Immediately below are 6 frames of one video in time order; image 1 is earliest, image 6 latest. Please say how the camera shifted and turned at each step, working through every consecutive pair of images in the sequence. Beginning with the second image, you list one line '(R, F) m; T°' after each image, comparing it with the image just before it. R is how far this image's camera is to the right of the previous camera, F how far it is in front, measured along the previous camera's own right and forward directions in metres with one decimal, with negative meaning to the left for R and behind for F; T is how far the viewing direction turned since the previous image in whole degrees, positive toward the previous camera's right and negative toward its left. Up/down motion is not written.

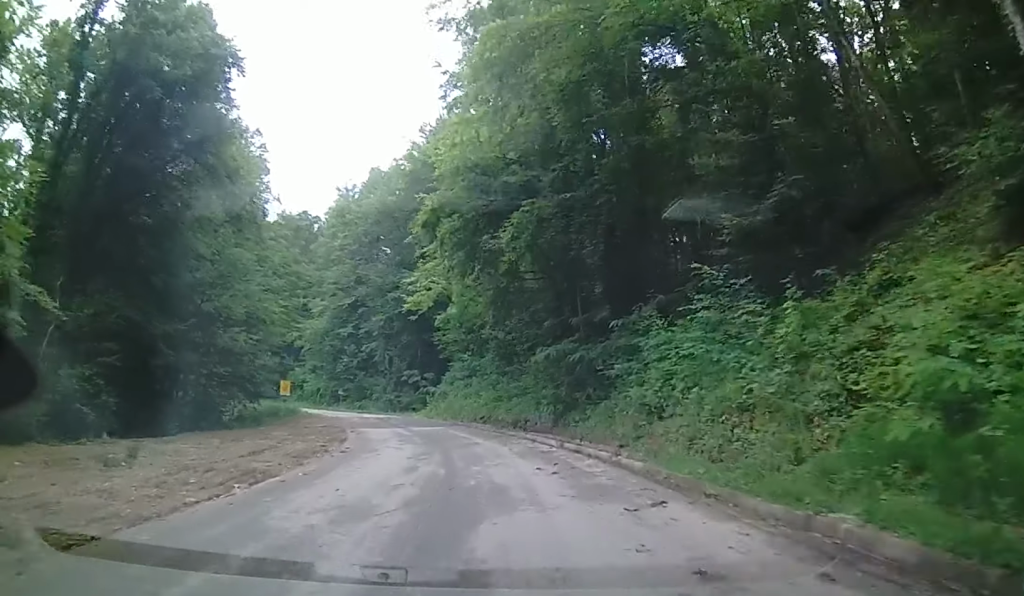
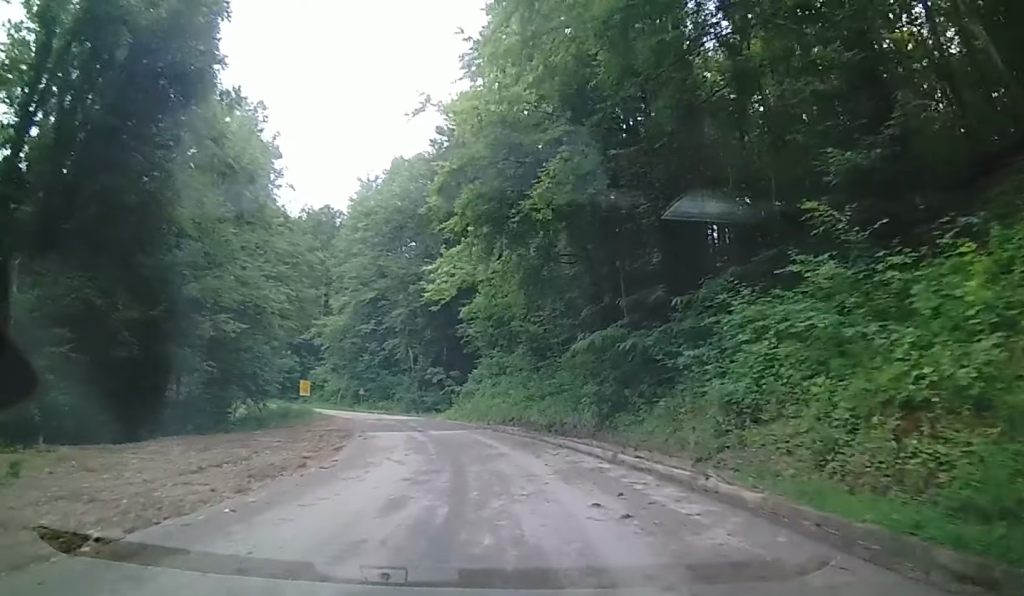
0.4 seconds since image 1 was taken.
(0.0, +4.7) m; -2°
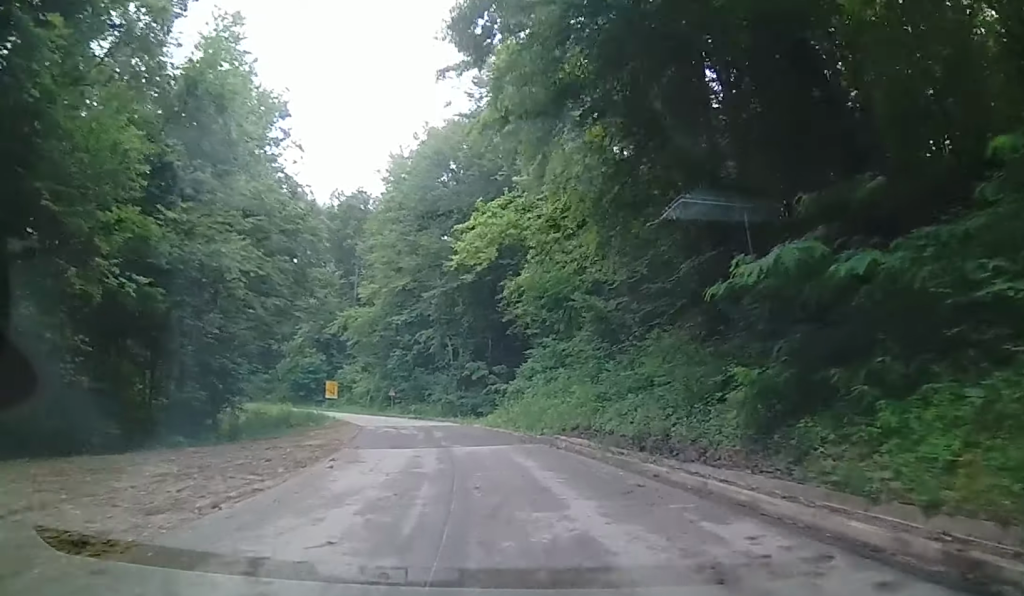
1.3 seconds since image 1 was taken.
(-0.9, +11.6) m; -3°
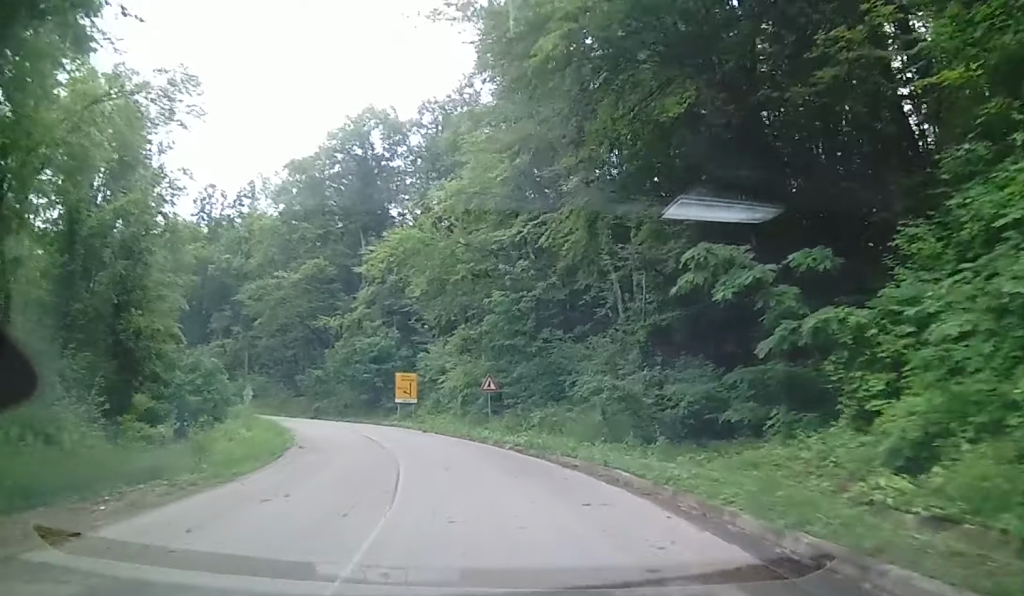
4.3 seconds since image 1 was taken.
(+0.2, +37.4) m; -6°
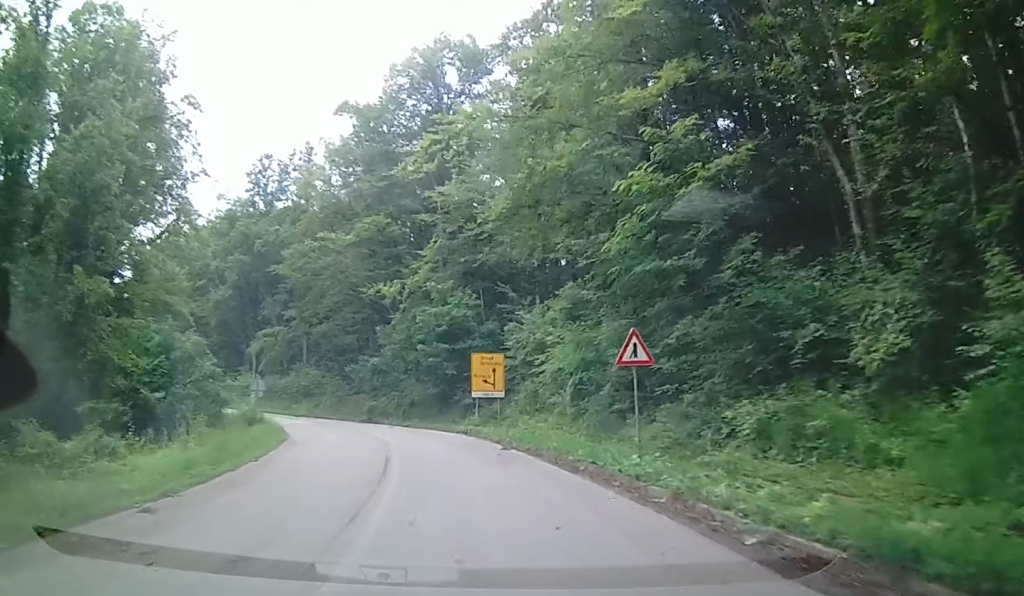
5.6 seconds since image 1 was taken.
(-1.4, +15.2) m; -9°
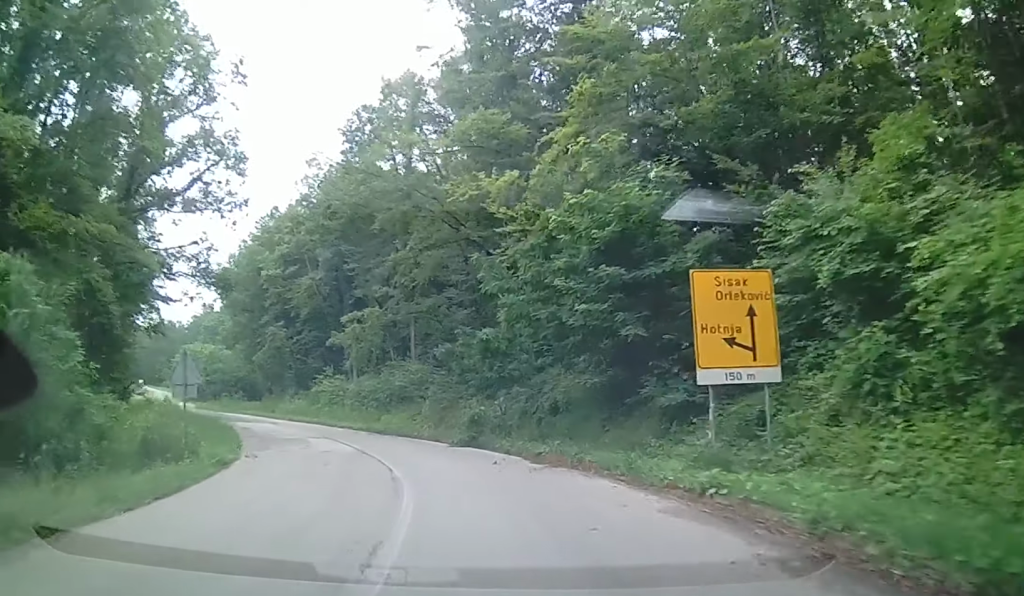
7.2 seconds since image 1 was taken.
(-2.3, +17.6) m; -23°
